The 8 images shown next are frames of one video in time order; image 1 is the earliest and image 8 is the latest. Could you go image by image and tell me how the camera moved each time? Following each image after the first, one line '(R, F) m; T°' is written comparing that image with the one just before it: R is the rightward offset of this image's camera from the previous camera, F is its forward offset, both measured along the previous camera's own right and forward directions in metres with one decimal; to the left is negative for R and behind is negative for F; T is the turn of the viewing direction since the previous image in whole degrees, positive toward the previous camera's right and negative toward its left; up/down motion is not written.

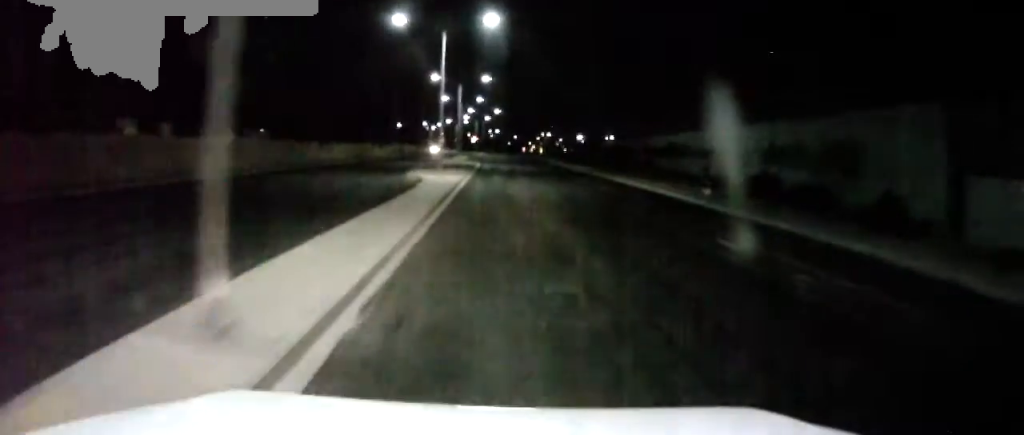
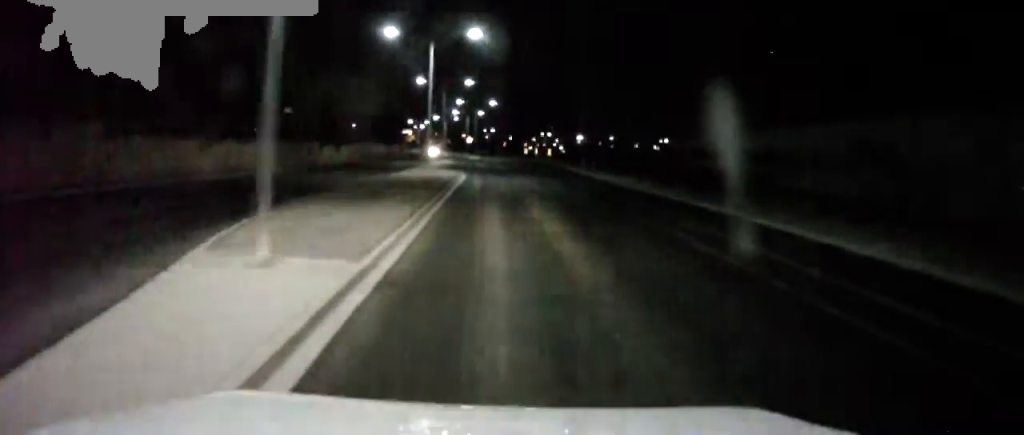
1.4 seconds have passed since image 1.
(+0.1, +30.5) m; 0°
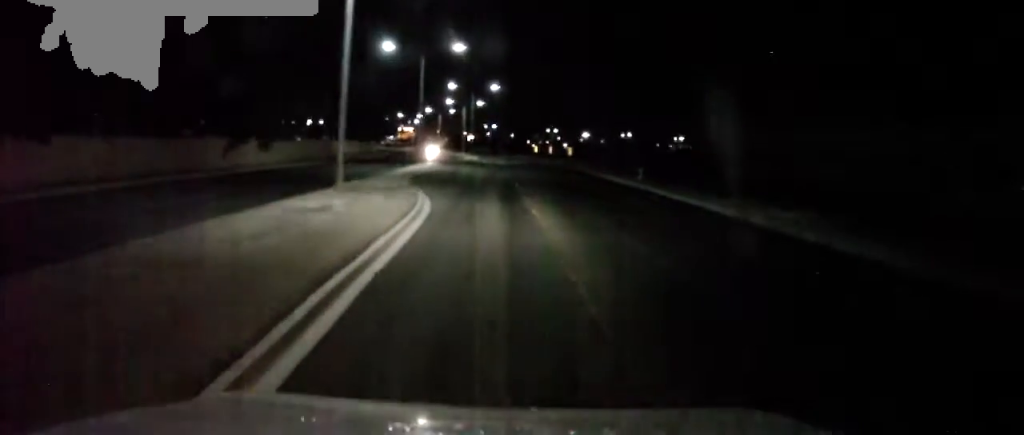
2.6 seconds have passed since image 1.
(+0.1, +26.2) m; +1°
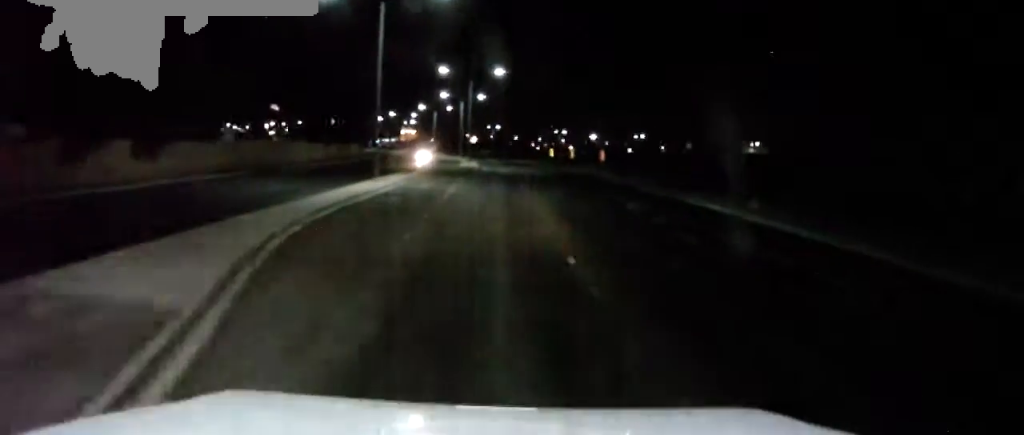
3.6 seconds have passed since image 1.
(+0.1, +21.6) m; -1°
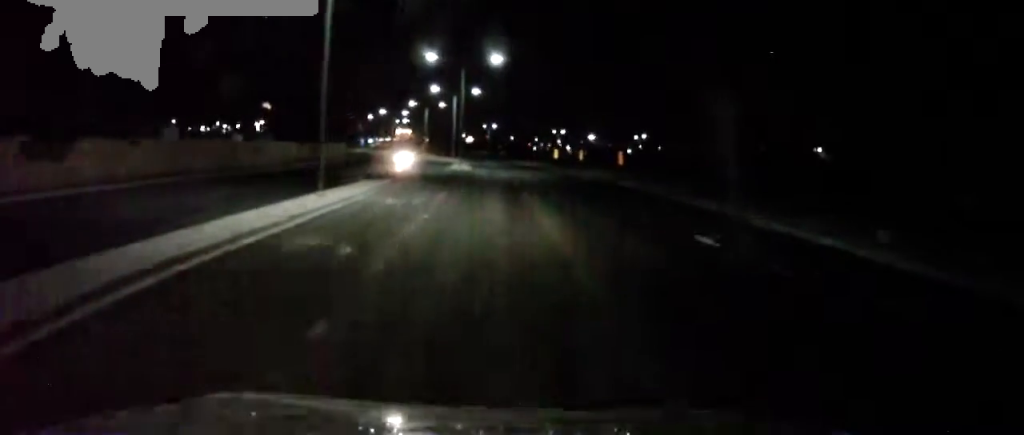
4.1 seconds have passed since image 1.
(-0.1, +9.6) m; 0°
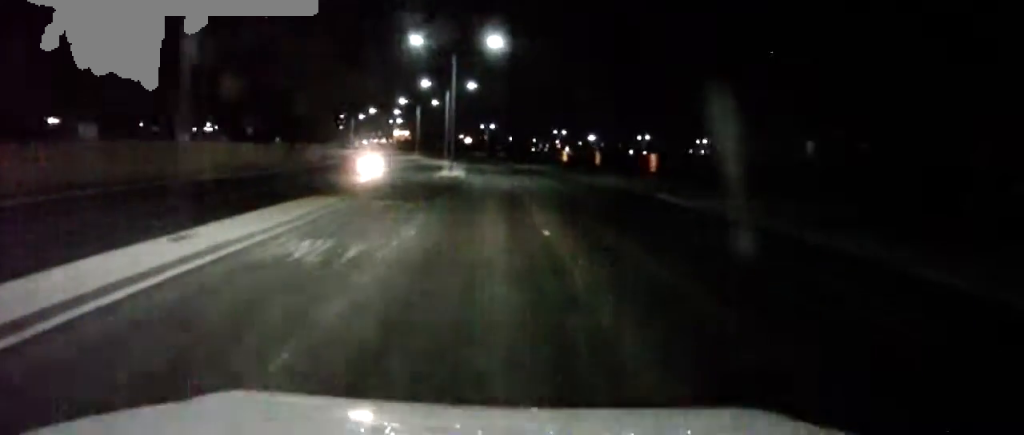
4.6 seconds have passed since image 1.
(-0.1, +10.2) m; 0°
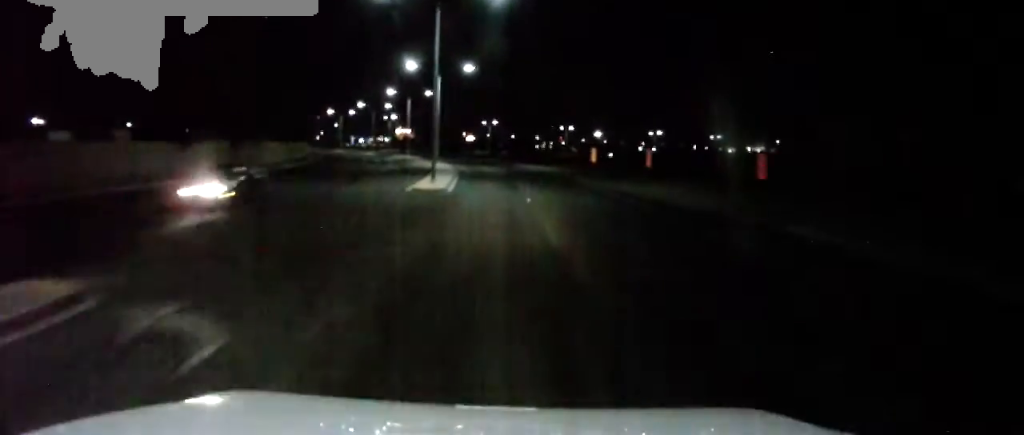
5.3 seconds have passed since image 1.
(+0.1, +15.3) m; 0°
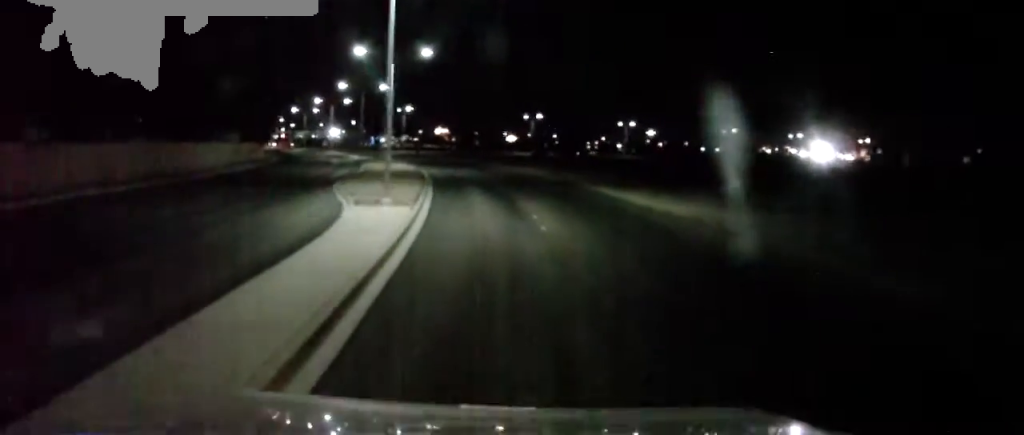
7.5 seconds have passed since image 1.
(-1.0, +42.7) m; -4°
